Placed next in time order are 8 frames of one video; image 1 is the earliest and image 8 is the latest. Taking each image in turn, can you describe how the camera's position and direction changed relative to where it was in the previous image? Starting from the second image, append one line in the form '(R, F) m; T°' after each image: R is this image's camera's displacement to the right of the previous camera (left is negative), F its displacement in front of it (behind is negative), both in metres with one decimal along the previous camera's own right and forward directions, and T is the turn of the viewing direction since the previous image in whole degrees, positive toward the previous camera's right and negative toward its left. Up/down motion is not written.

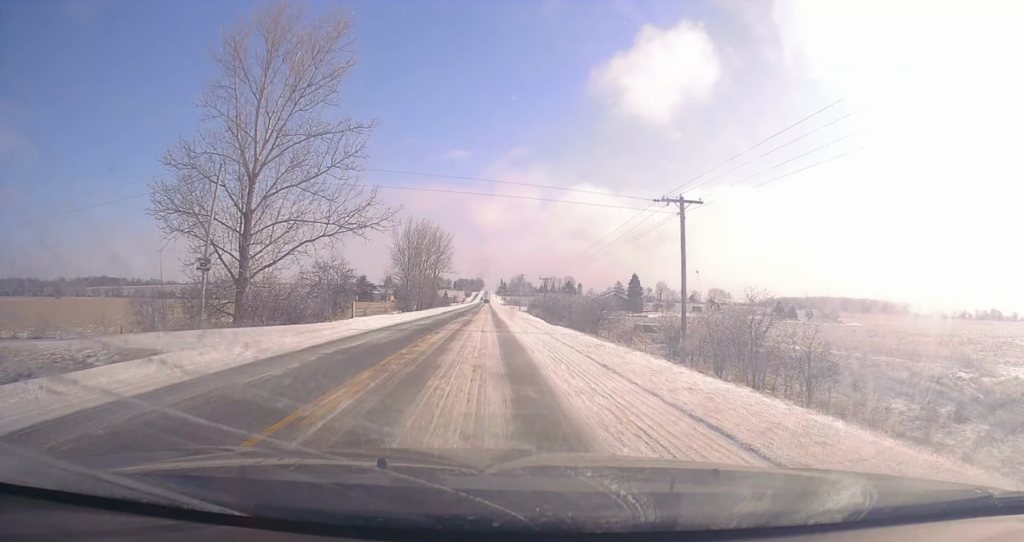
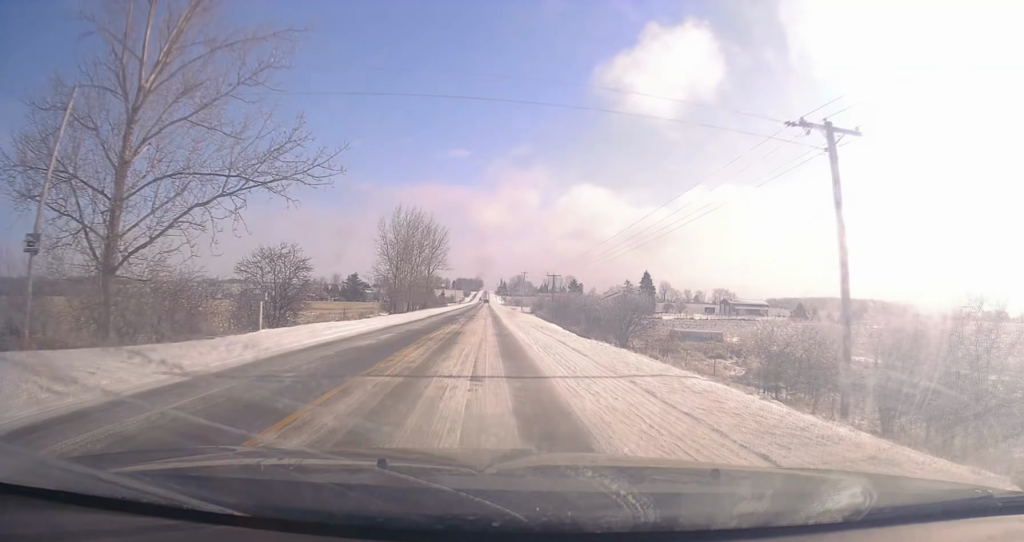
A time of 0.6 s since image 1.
(0.0, +13.7) m; 0°
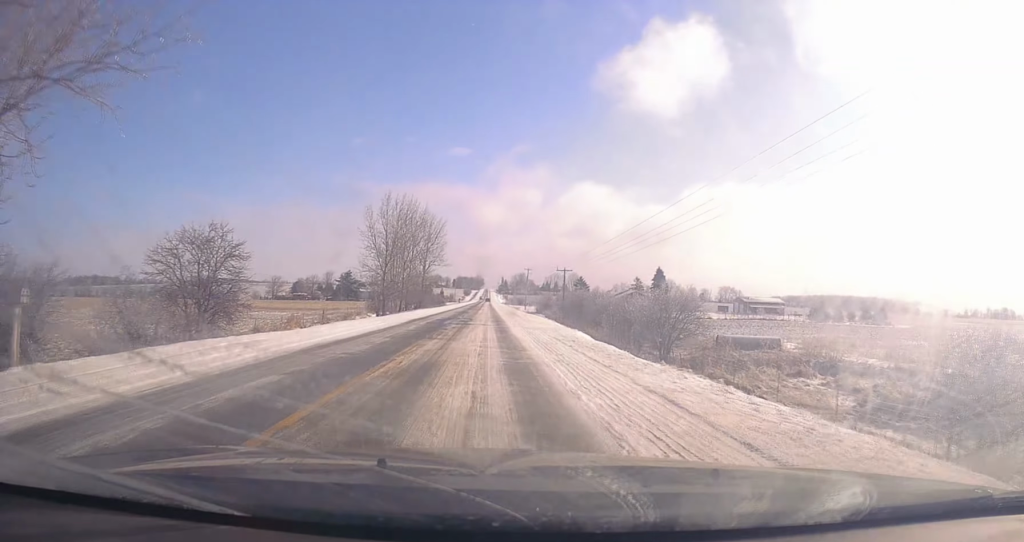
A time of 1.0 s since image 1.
(-0.1, +11.7) m; 0°
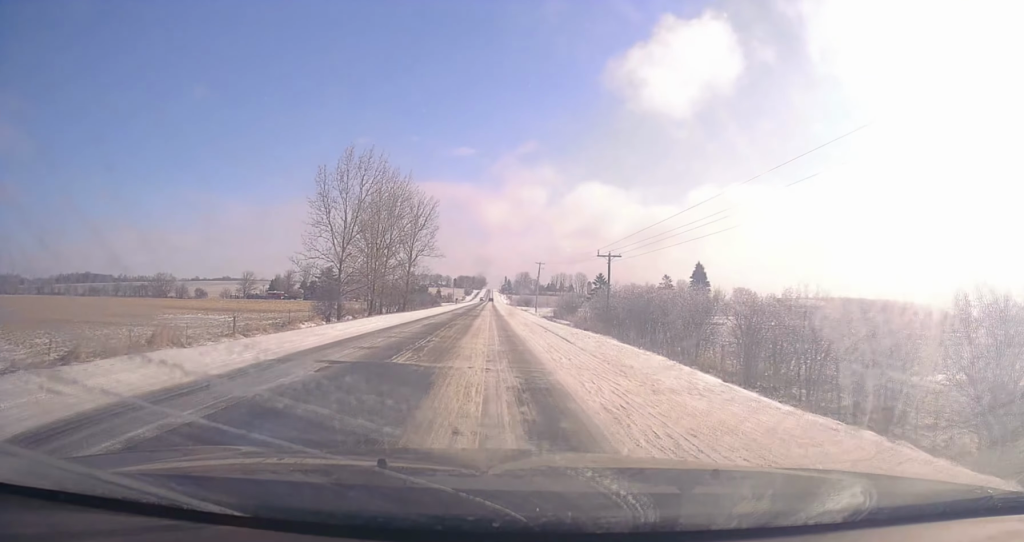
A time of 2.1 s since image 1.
(-0.1, +26.8) m; -1°
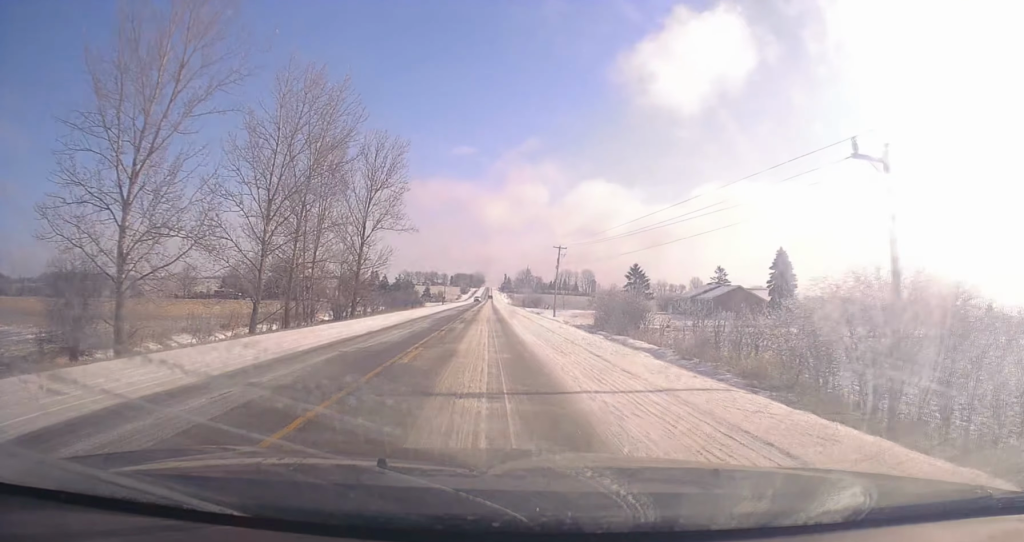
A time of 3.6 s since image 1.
(-0.2, +37.5) m; +1°
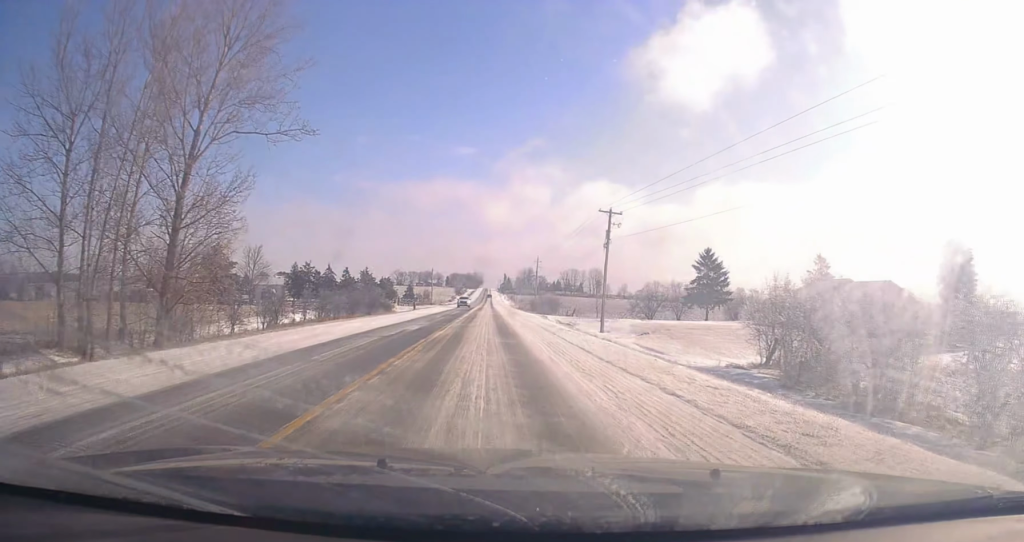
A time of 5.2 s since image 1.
(+0.4, +39.7) m; 0°
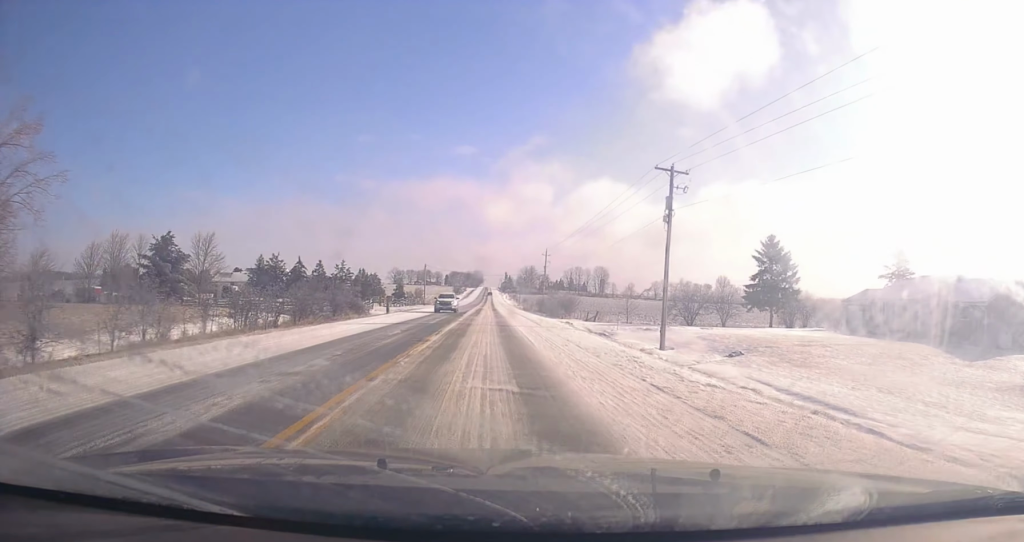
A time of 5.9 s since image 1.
(0.0, +17.4) m; 0°
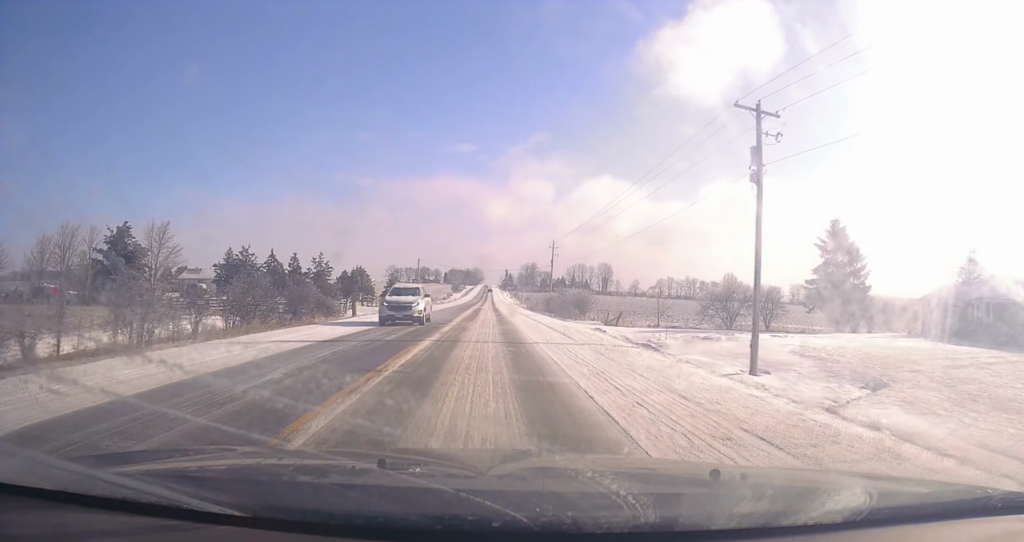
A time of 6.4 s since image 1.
(0.0, +12.7) m; 0°
